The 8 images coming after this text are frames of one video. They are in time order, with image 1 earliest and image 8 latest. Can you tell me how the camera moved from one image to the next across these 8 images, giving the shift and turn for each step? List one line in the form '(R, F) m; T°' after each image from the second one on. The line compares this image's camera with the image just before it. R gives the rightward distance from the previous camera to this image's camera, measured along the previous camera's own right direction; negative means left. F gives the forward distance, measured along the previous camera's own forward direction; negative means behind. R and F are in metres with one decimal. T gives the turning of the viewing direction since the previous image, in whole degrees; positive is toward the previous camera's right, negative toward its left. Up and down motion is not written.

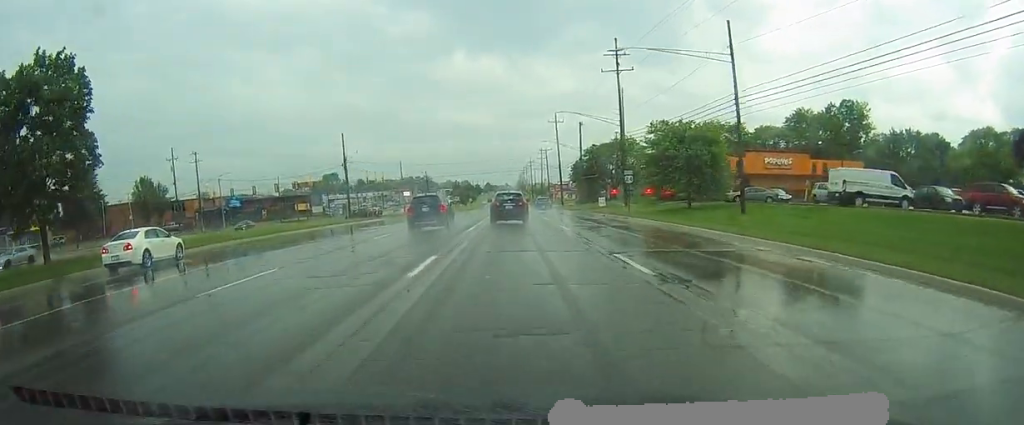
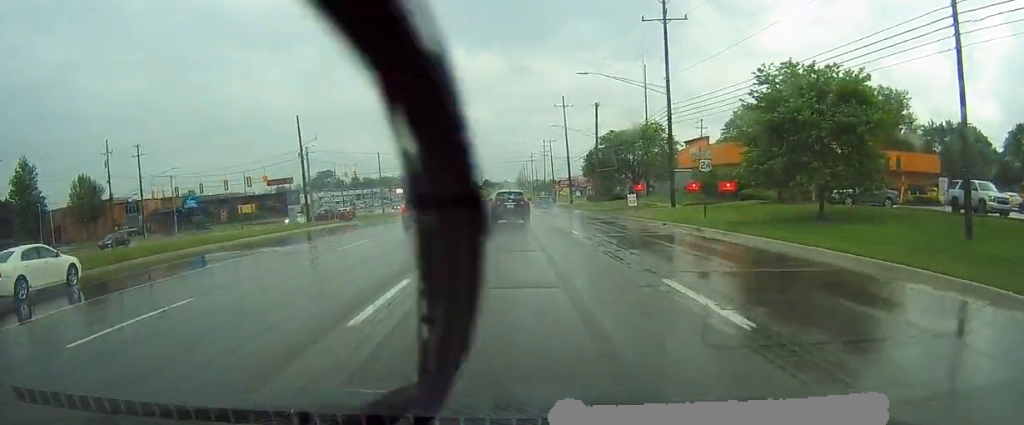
(-0.2, +19.8) m; 0°
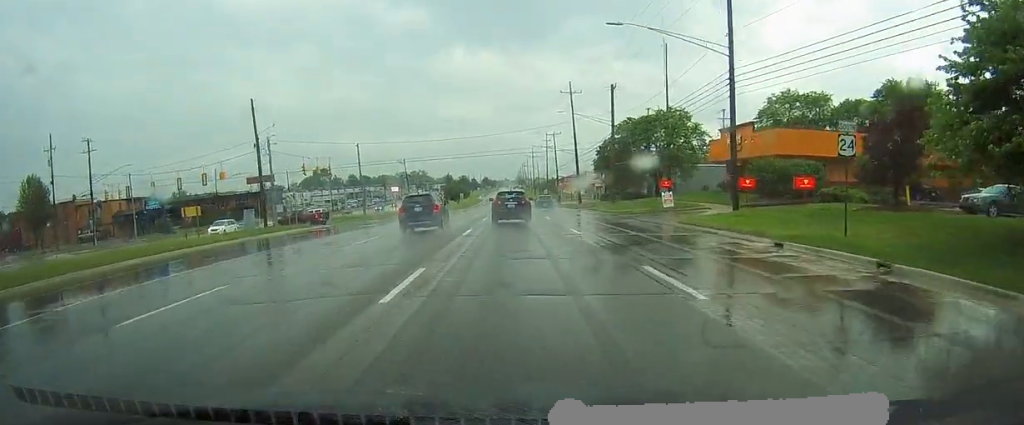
(0.0, +13.7) m; 0°
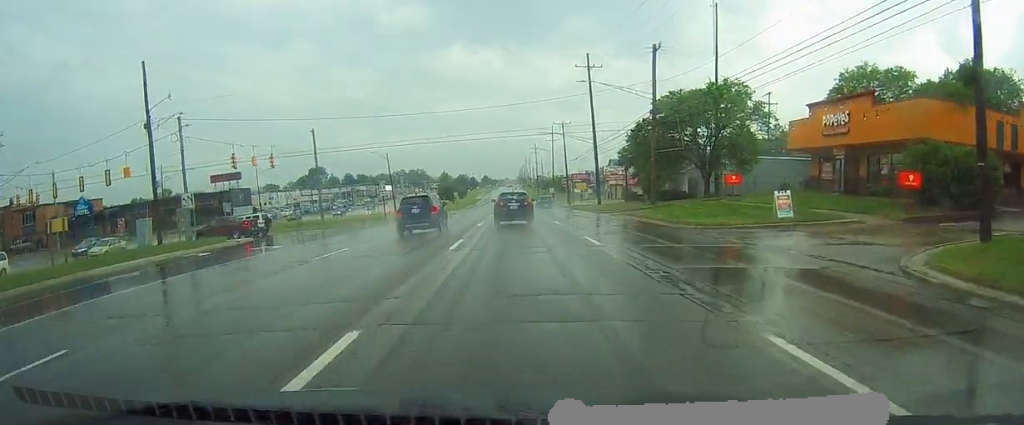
(+0.1, +20.5) m; +1°
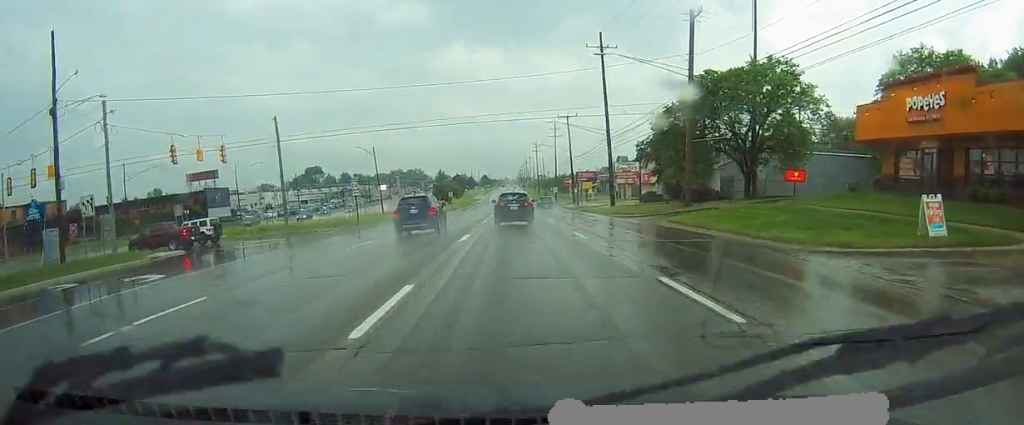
(+0.2, +11.0) m; 0°
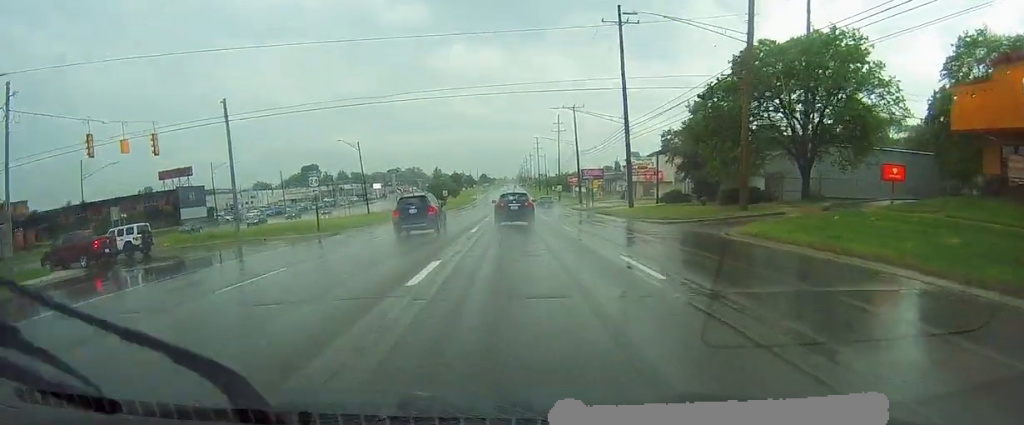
(0.0, +10.8) m; 0°
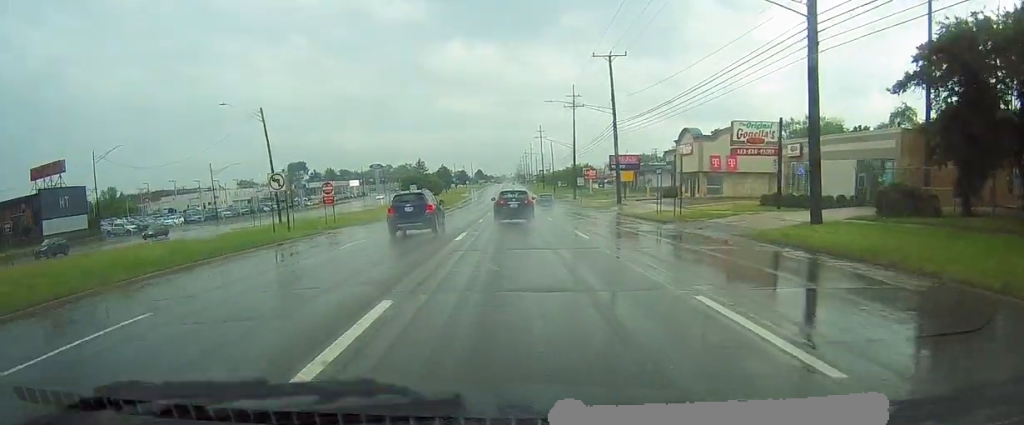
(-0.5, +37.1) m; -1°
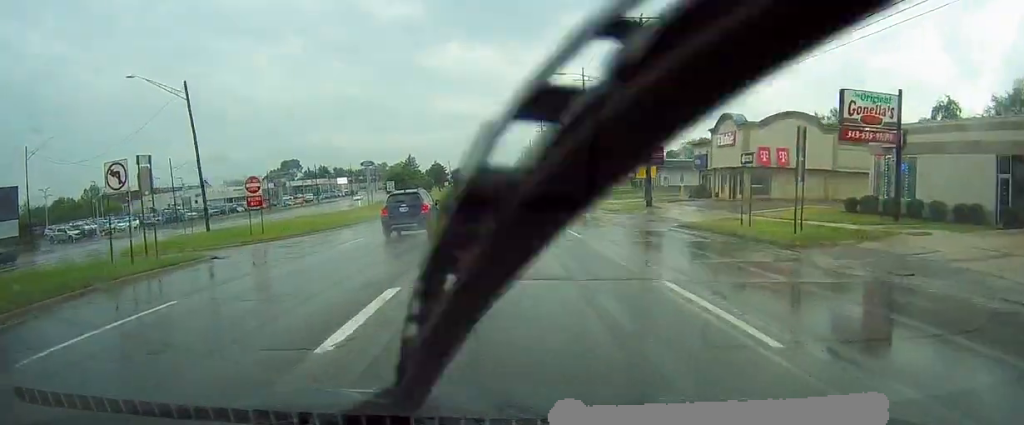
(0.0, +14.8) m; +1°
